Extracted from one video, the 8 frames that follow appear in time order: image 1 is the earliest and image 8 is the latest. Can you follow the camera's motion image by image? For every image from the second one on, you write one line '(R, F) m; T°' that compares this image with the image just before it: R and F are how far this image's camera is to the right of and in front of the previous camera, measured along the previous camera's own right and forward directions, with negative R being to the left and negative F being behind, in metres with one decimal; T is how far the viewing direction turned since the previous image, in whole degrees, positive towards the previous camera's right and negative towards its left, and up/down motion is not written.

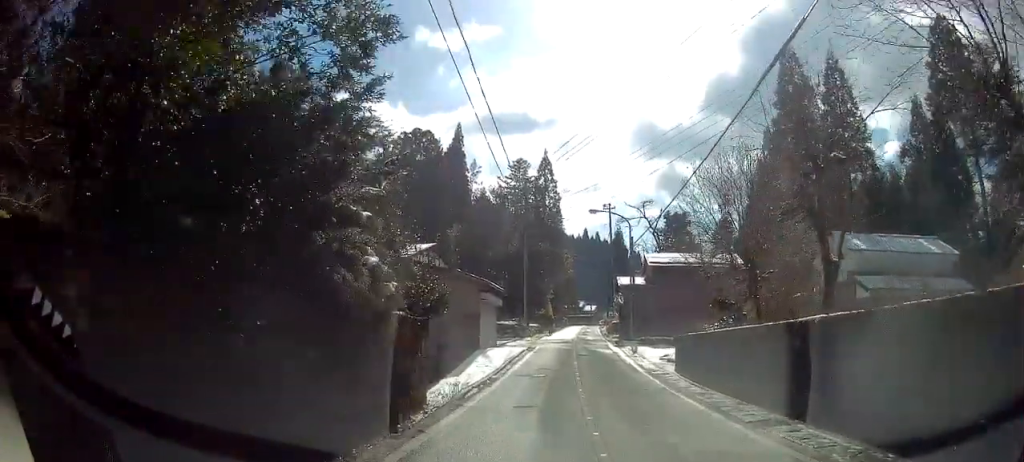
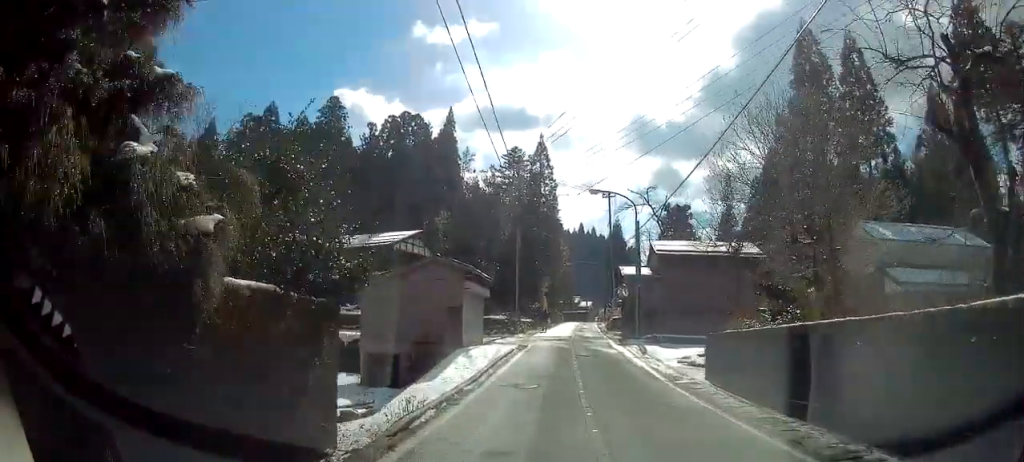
(0.0, +4.6) m; 0°
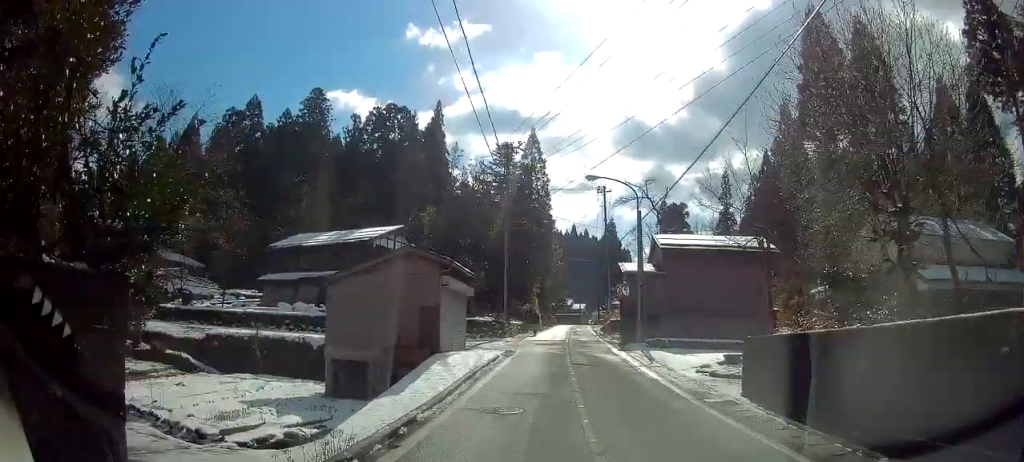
(0.0, +3.5) m; 0°
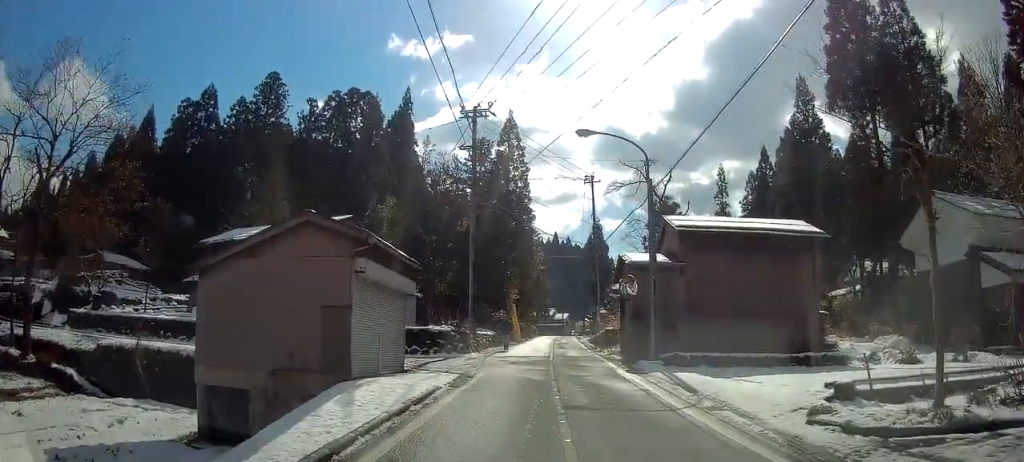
(0.0, +8.1) m; 0°
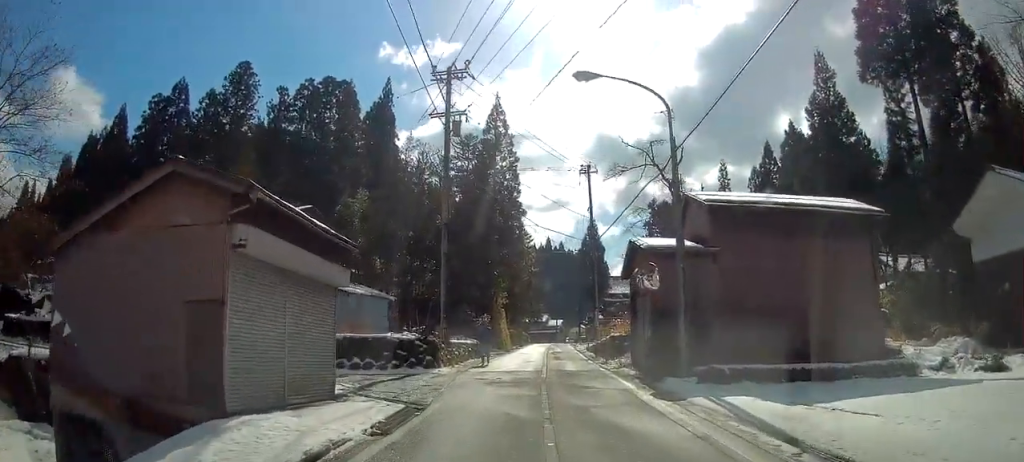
(0.0, +5.4) m; 0°
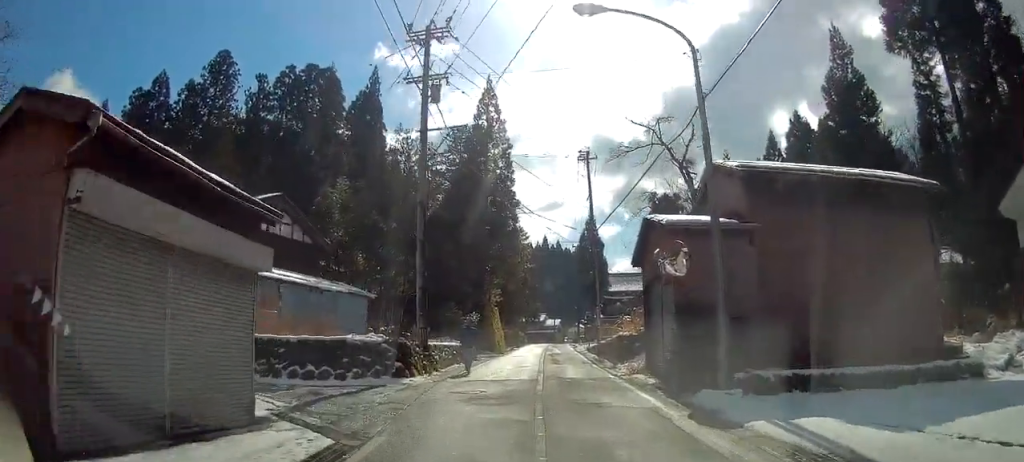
(0.0, +3.4) m; 0°
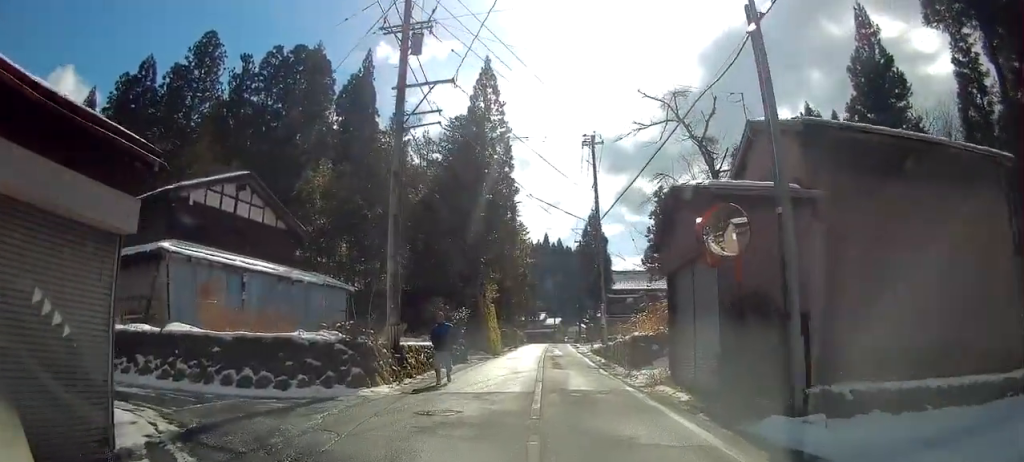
(0.0, +3.5) m; 0°
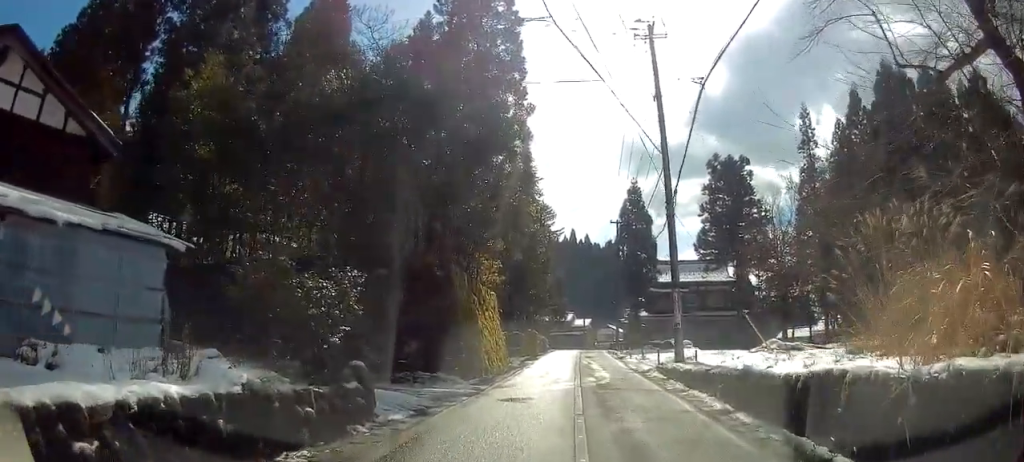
(-1.4, +15.7) m; -6°
